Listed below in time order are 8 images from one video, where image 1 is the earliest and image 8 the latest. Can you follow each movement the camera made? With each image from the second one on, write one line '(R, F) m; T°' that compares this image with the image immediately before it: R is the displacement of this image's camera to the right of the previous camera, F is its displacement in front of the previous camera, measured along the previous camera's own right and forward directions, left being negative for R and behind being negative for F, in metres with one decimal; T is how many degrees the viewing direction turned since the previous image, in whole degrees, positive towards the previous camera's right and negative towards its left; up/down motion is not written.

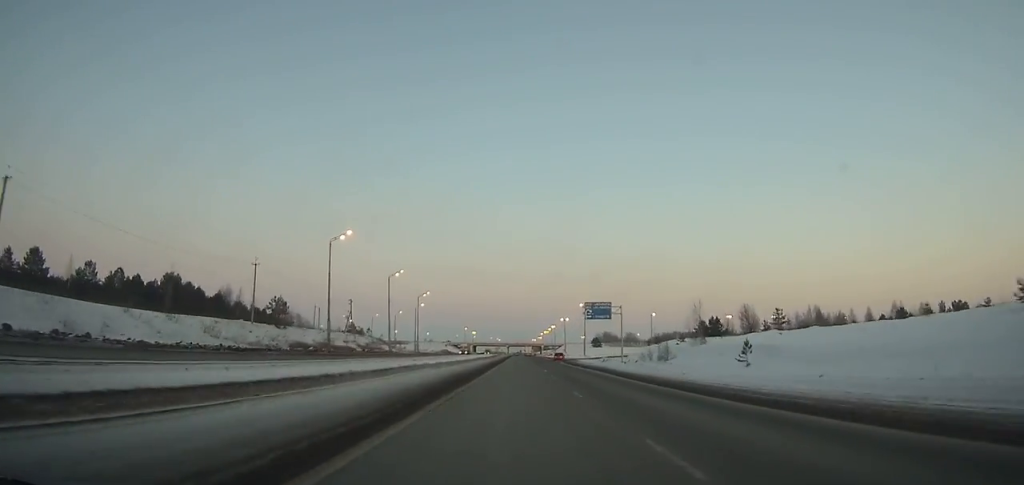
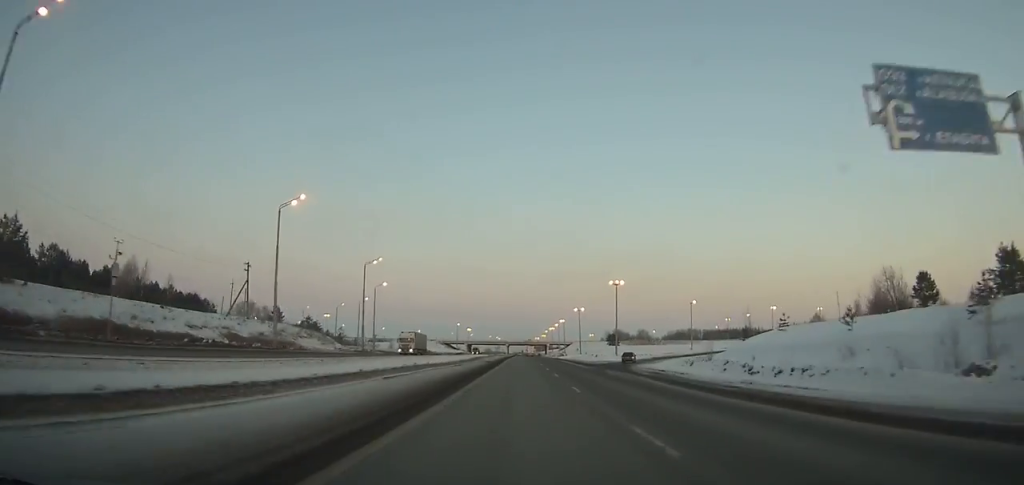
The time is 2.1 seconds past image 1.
(+0.1, +57.8) m; 0°
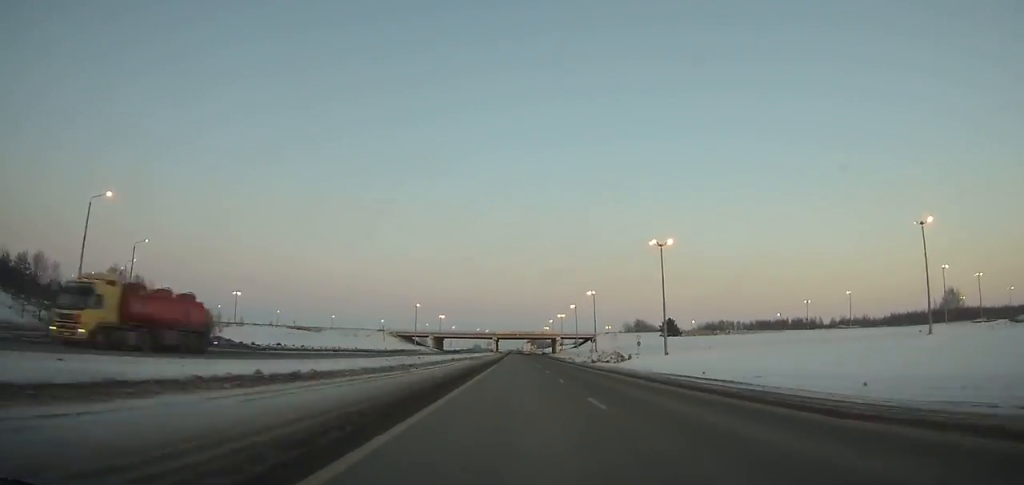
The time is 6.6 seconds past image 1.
(+0.4, +124.9) m; 0°
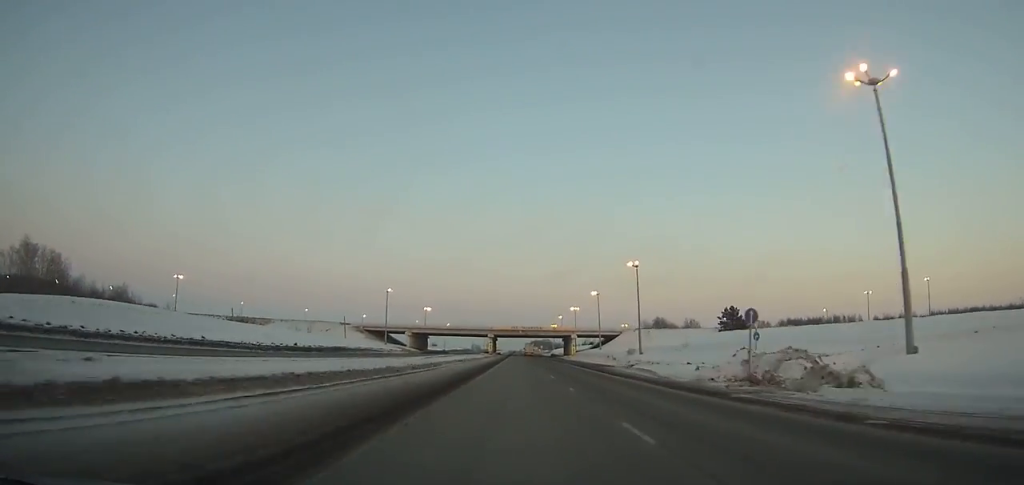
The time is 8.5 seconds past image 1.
(0.0, +52.7) m; 0°
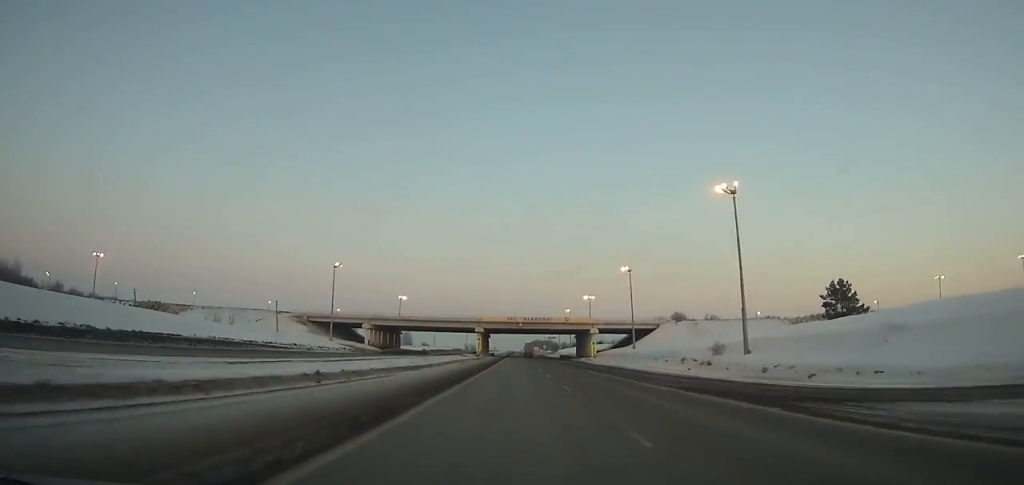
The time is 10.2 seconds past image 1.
(0.0, +47.1) m; 0°
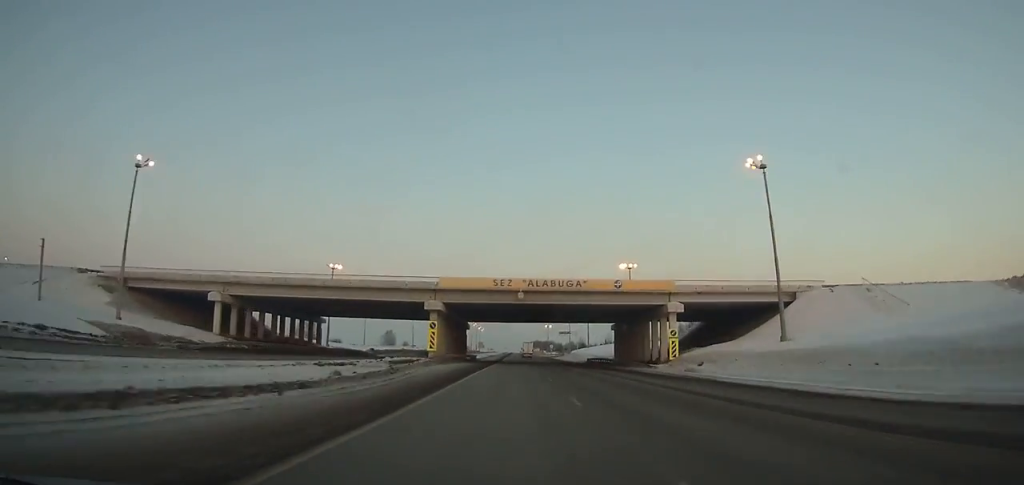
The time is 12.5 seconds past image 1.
(0.0, +61.9) m; 0°
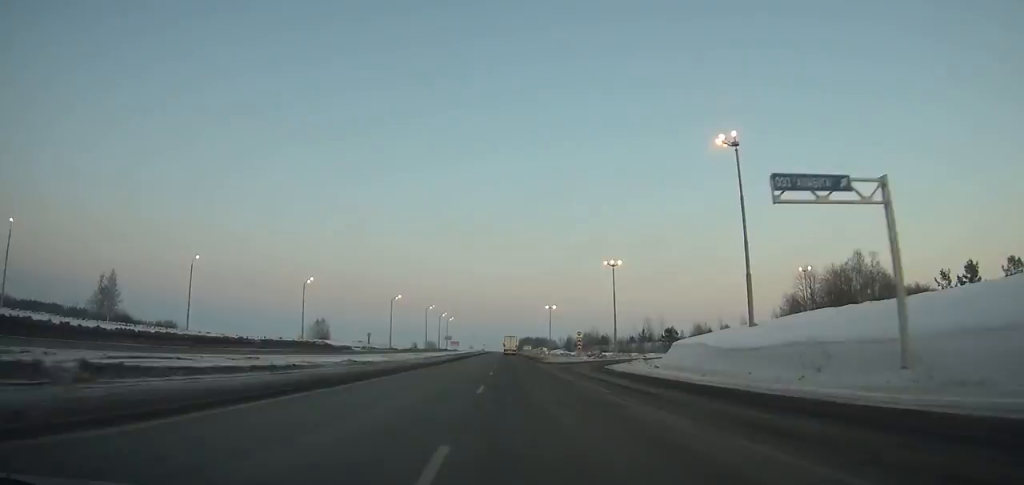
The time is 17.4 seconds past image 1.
(+0.7, +124.0) m; 0°
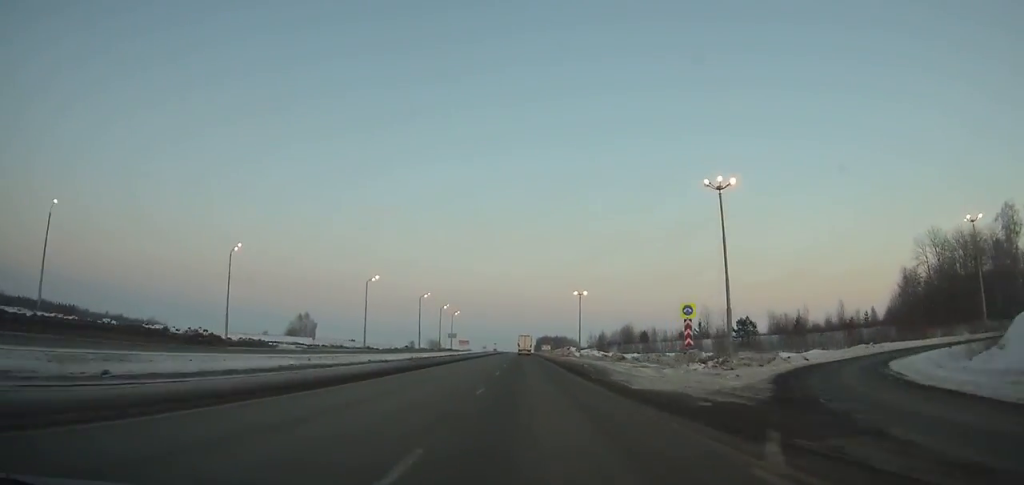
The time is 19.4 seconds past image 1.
(-0.1, +47.4) m; 0°
